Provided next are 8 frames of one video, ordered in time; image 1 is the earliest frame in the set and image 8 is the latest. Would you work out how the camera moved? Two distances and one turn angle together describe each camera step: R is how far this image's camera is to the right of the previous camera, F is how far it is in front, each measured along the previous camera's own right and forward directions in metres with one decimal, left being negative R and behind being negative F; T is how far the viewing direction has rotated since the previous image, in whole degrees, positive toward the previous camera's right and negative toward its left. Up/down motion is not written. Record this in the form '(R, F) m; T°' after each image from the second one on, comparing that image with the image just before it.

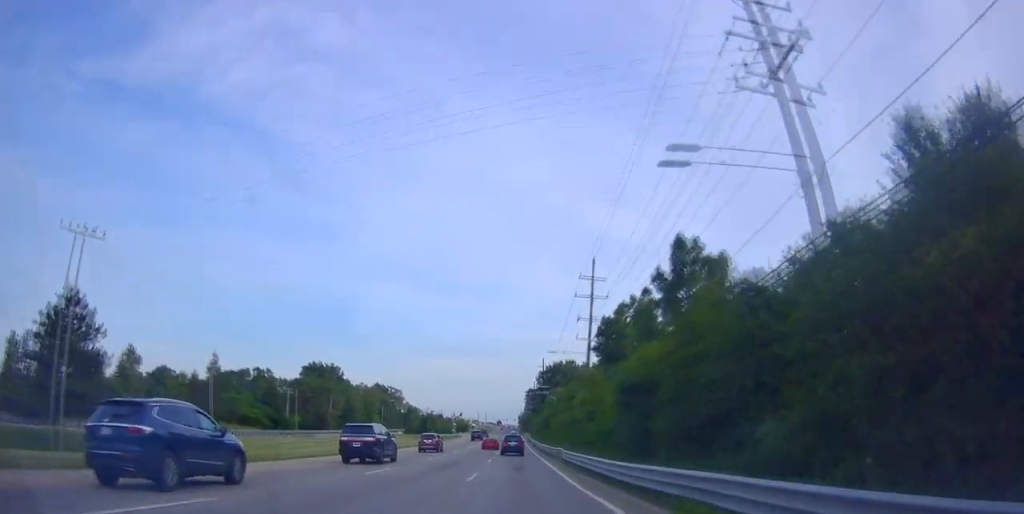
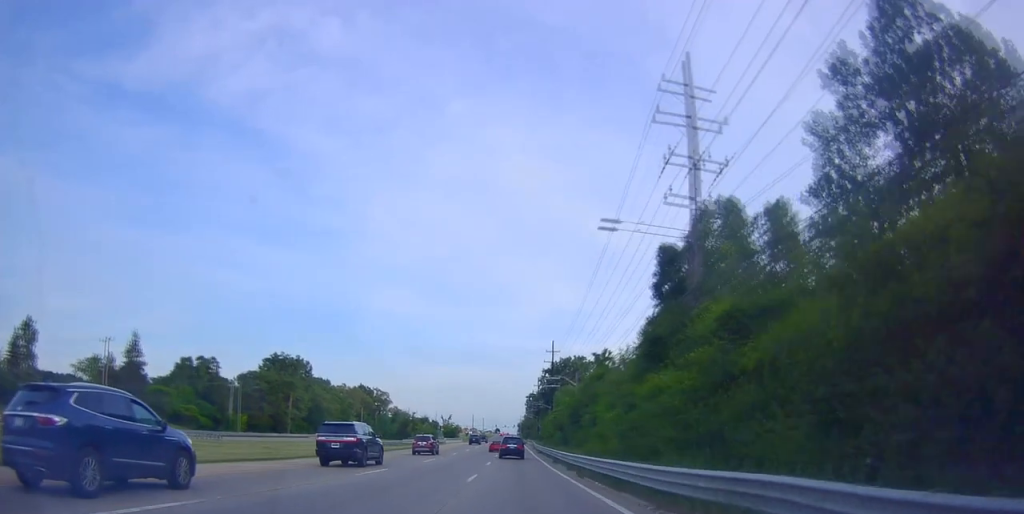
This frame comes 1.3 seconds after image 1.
(+0.3, +31.7) m; 0°
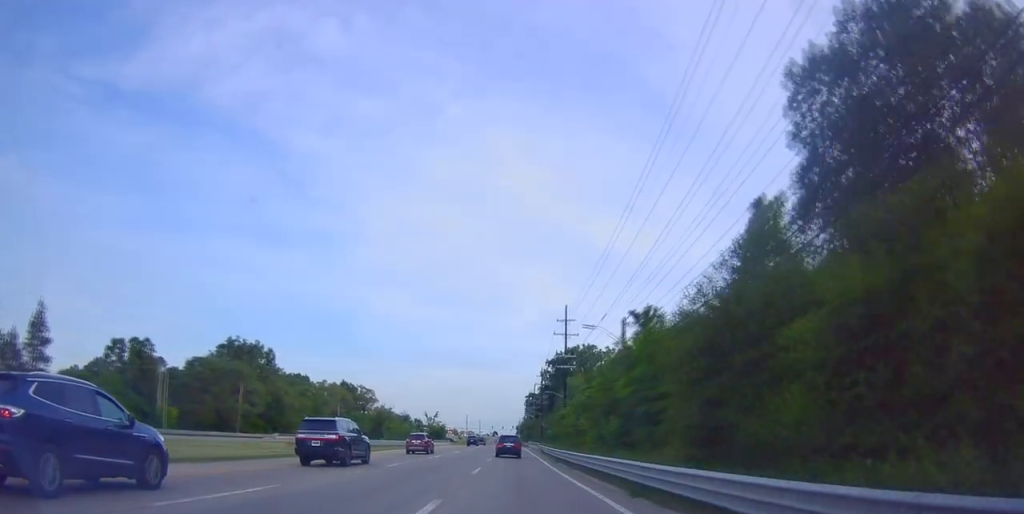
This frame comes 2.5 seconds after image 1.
(-0.4, +27.3) m; 0°
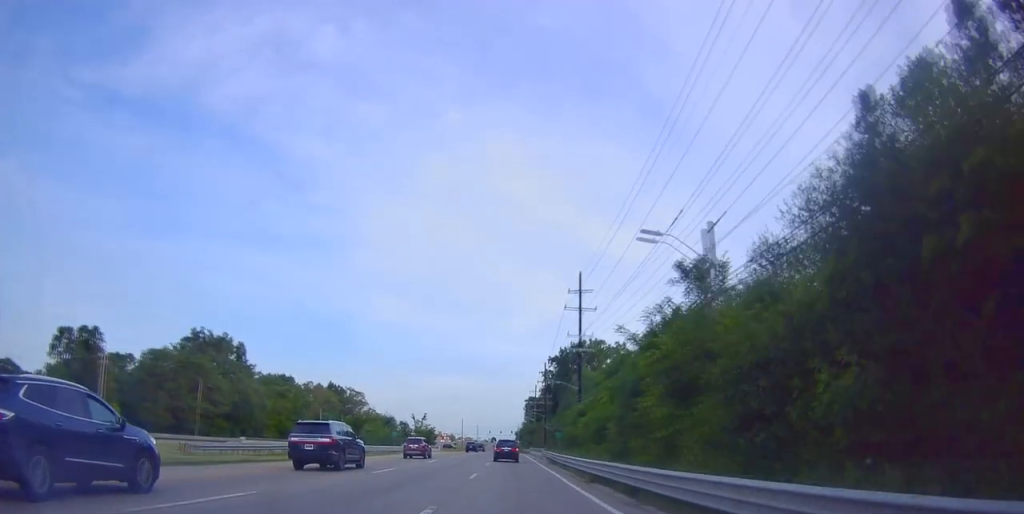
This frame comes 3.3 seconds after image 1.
(0.0, +17.5) m; +1°
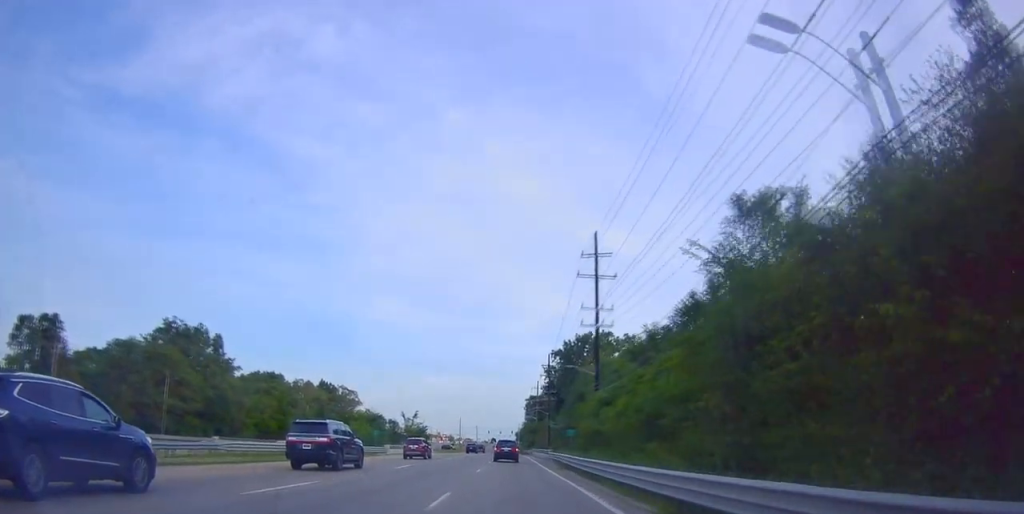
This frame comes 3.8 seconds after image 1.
(+0.1, +11.7) m; +1°
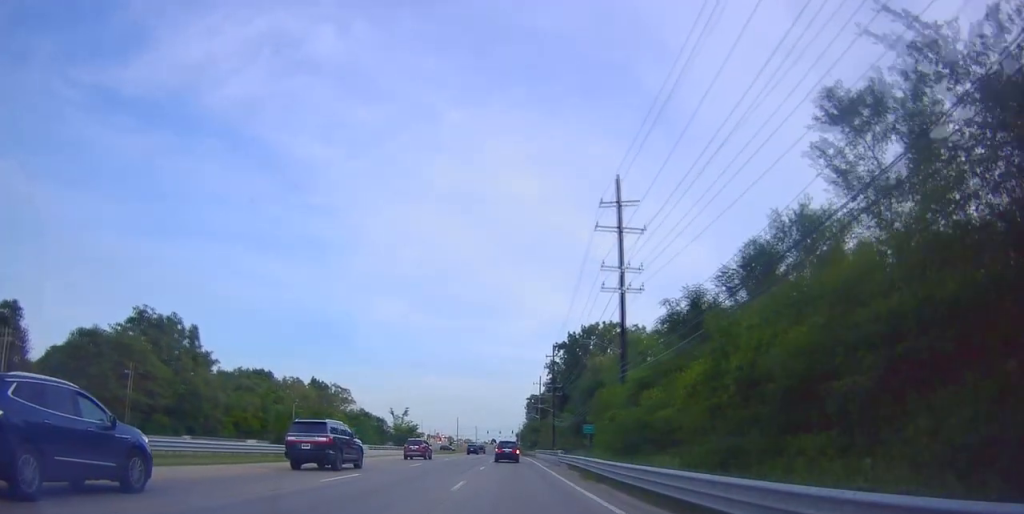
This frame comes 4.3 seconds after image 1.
(+0.1, +10.7) m; 0°
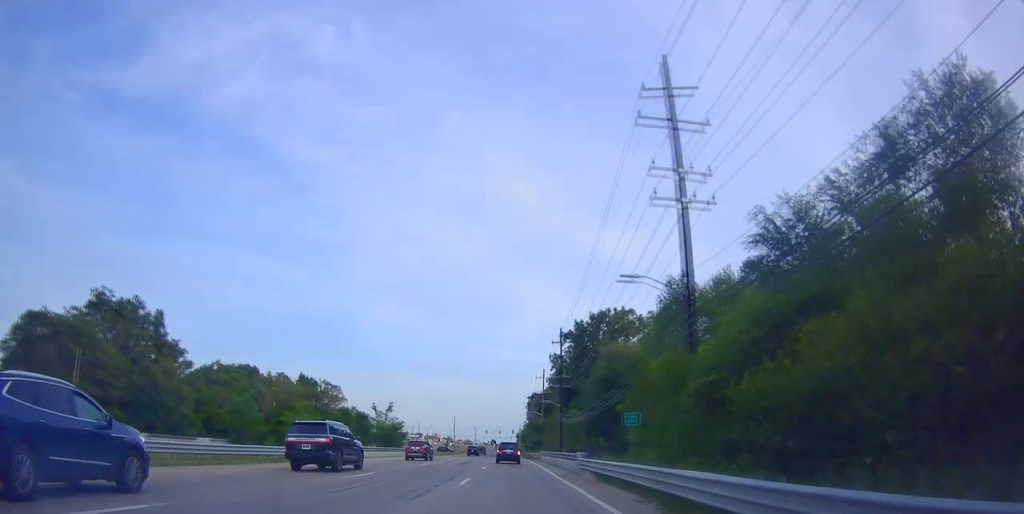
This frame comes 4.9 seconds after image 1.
(+0.3, +13.1) m; -1°
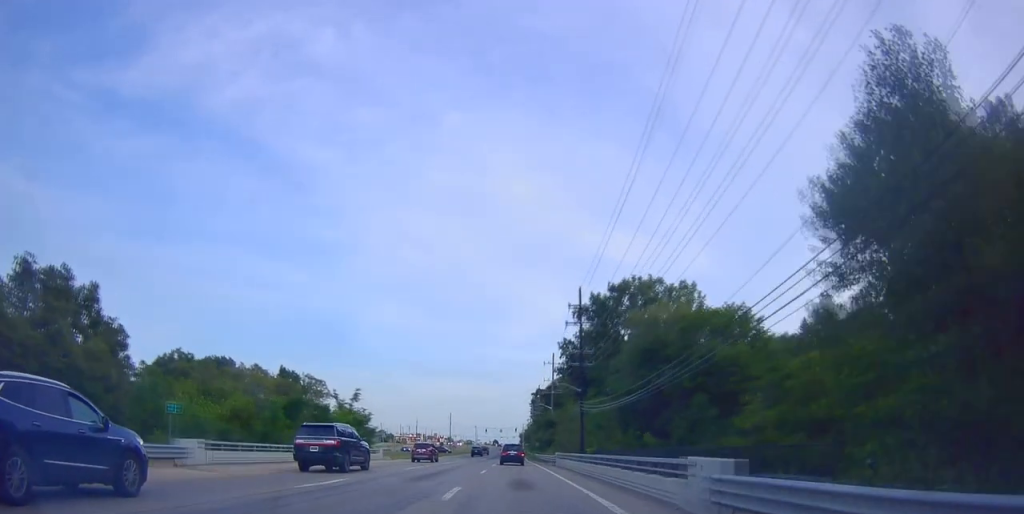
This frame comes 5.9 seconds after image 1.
(-0.7, +20.4) m; -1°
